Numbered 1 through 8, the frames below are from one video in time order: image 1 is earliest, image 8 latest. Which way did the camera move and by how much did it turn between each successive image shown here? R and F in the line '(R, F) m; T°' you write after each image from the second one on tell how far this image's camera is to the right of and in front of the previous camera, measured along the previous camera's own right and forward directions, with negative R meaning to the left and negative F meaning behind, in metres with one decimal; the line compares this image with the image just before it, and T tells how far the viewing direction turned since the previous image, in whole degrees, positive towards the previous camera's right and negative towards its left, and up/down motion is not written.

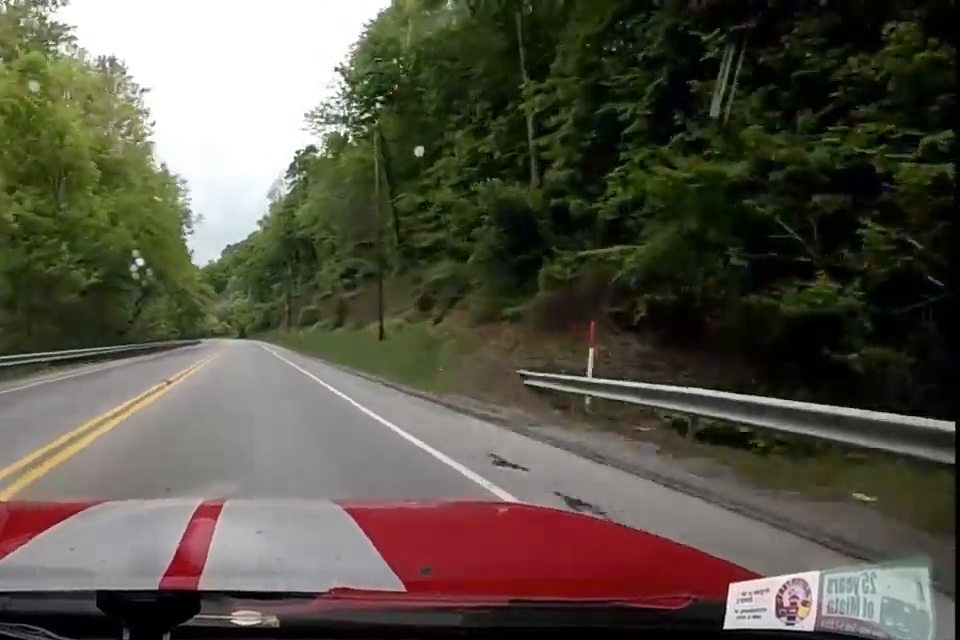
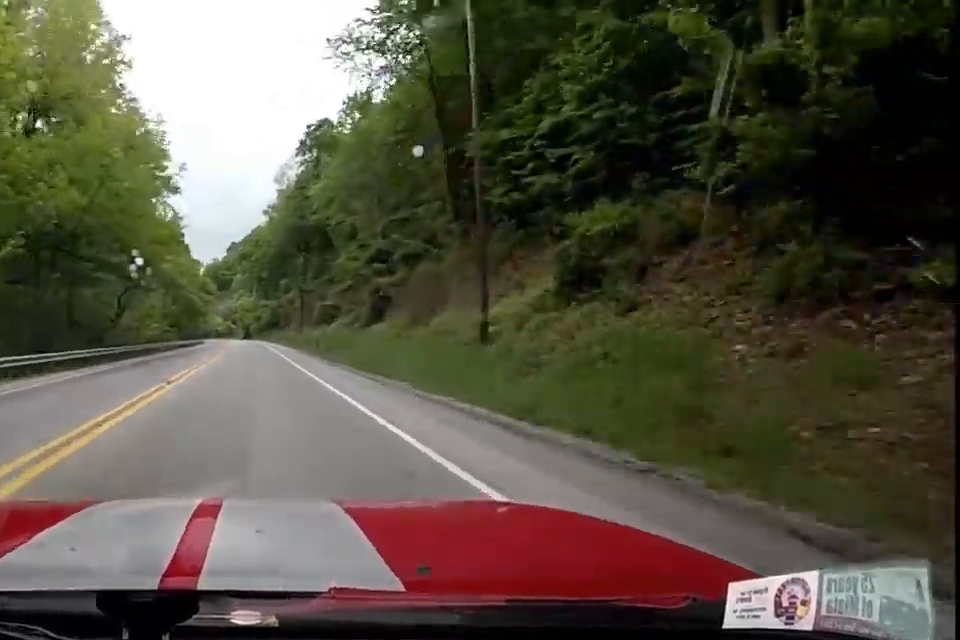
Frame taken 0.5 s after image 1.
(-0.2, +12.2) m; -1°
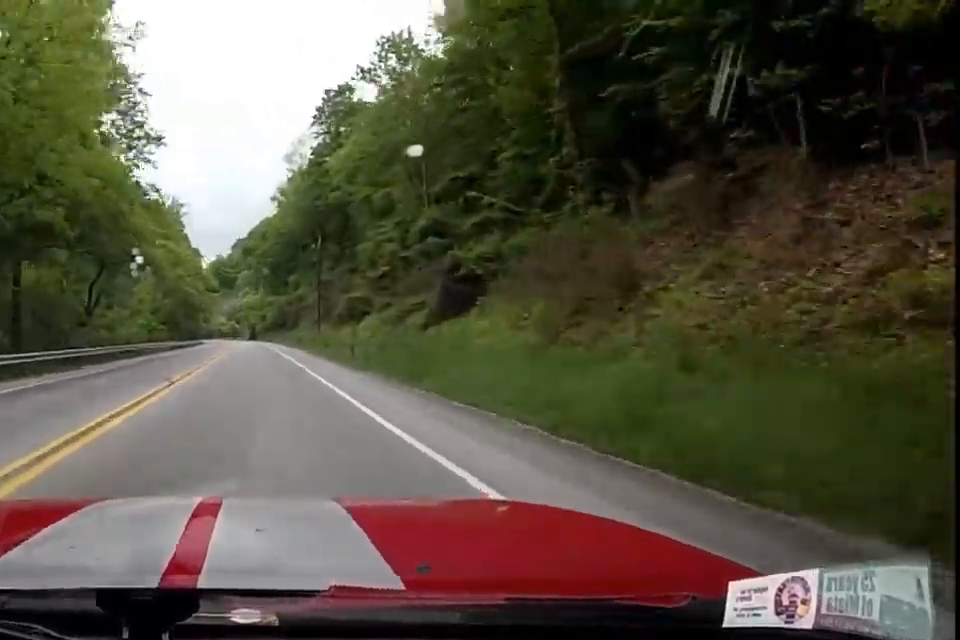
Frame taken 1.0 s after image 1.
(-0.4, +13.0) m; -1°
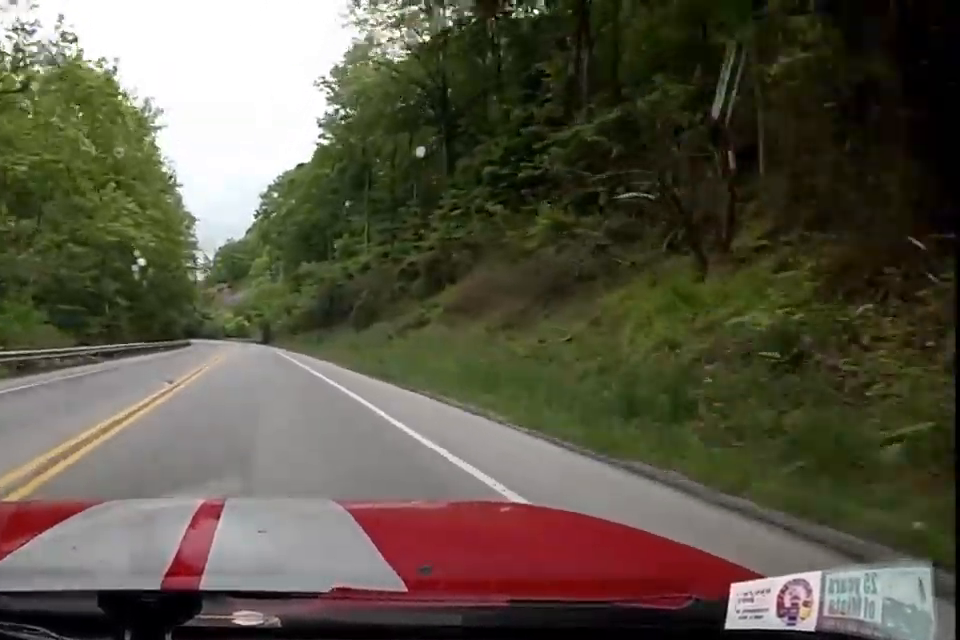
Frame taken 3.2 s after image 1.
(-0.4, +53.5) m; 0°
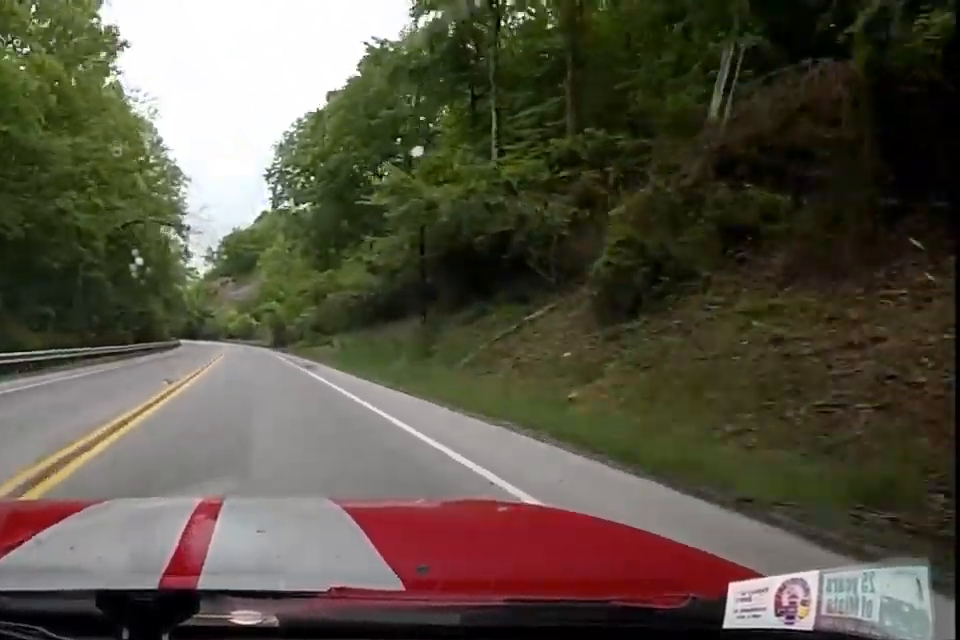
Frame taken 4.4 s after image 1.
(+0.4, +31.5) m; 0°
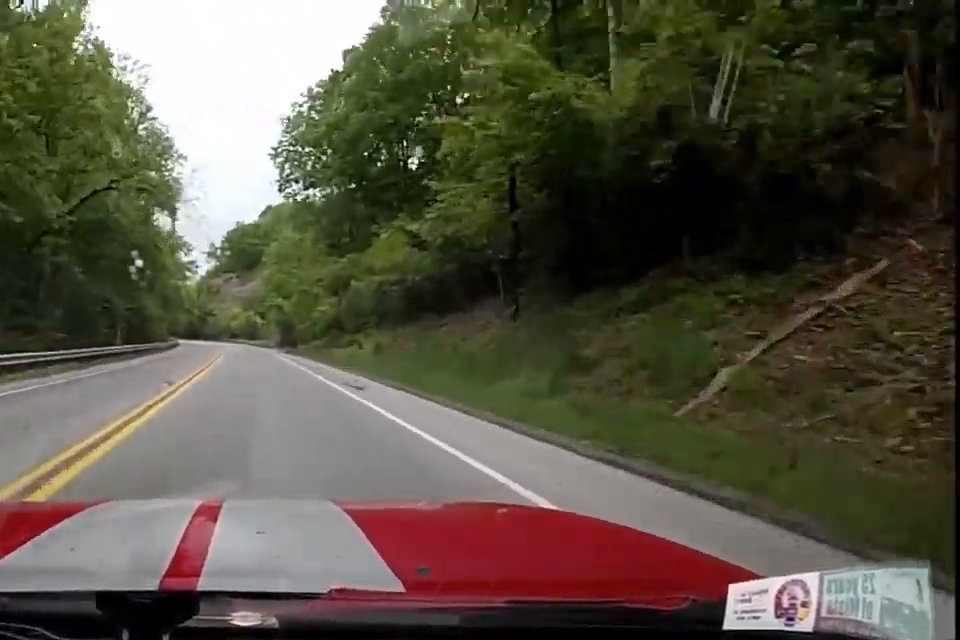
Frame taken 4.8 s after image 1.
(+0.1, +10.3) m; -1°
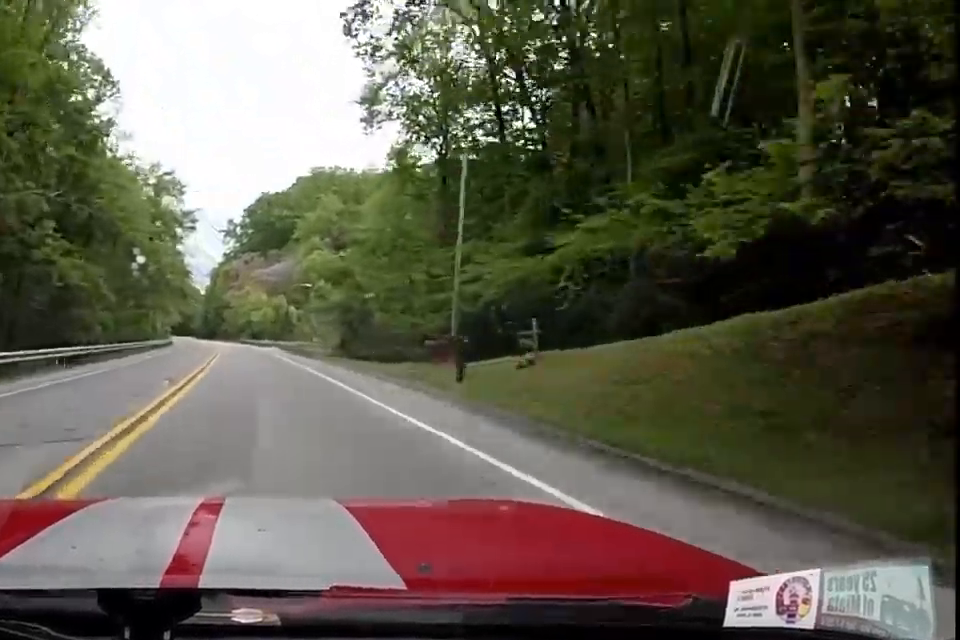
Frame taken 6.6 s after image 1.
(-1.3, +45.4) m; -2°
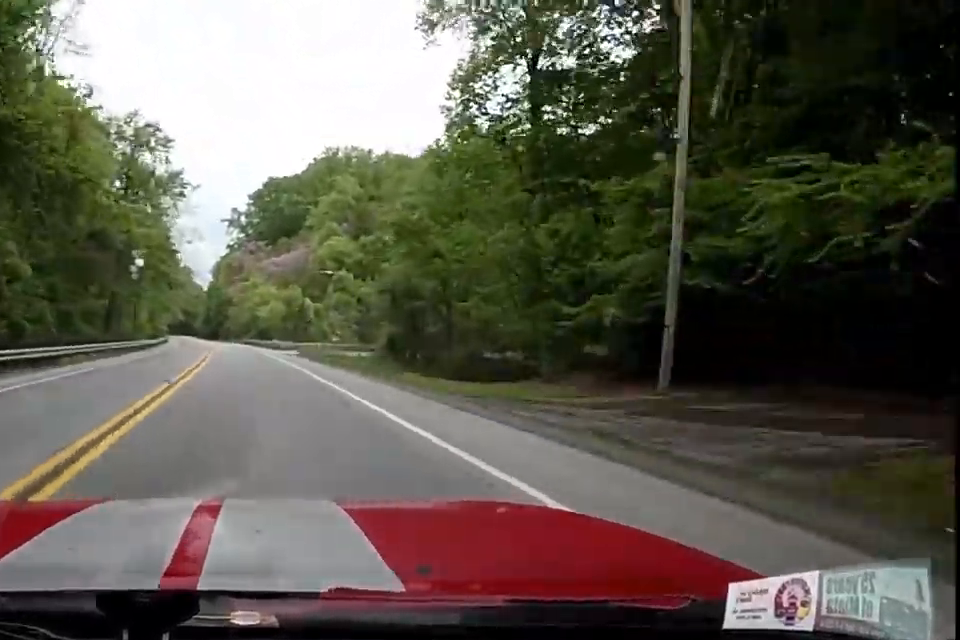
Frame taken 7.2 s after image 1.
(0.0, +16.7) m; 0°
